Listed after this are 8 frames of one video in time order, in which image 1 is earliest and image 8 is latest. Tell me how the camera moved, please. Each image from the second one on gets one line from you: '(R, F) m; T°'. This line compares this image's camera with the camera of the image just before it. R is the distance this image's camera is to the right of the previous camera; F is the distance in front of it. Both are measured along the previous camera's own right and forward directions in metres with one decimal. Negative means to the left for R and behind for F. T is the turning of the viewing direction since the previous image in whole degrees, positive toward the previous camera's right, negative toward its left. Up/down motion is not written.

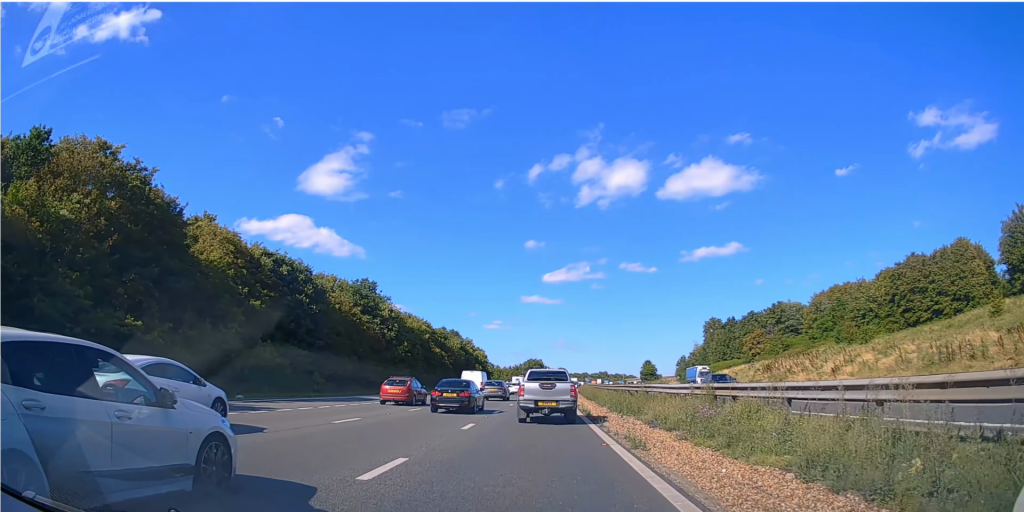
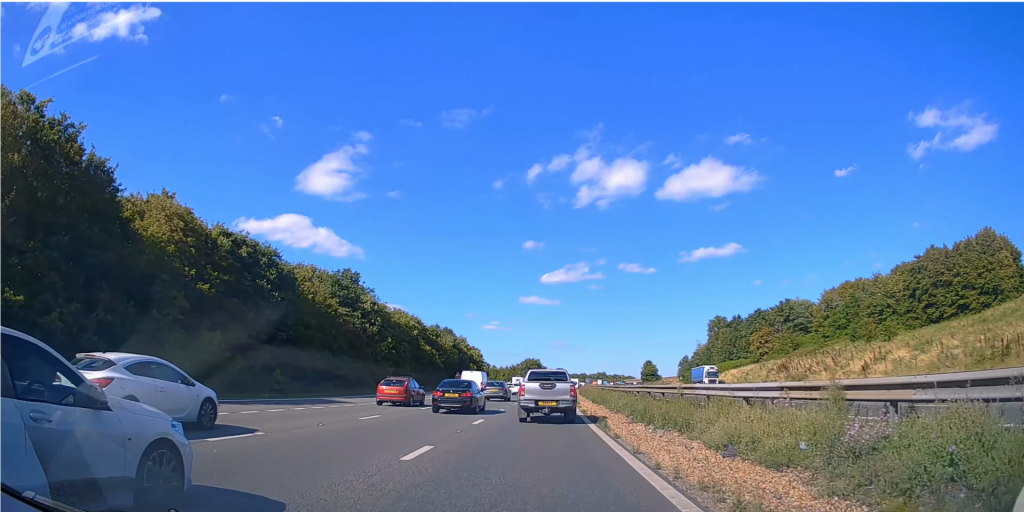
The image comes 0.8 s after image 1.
(0.0, +6.5) m; 0°
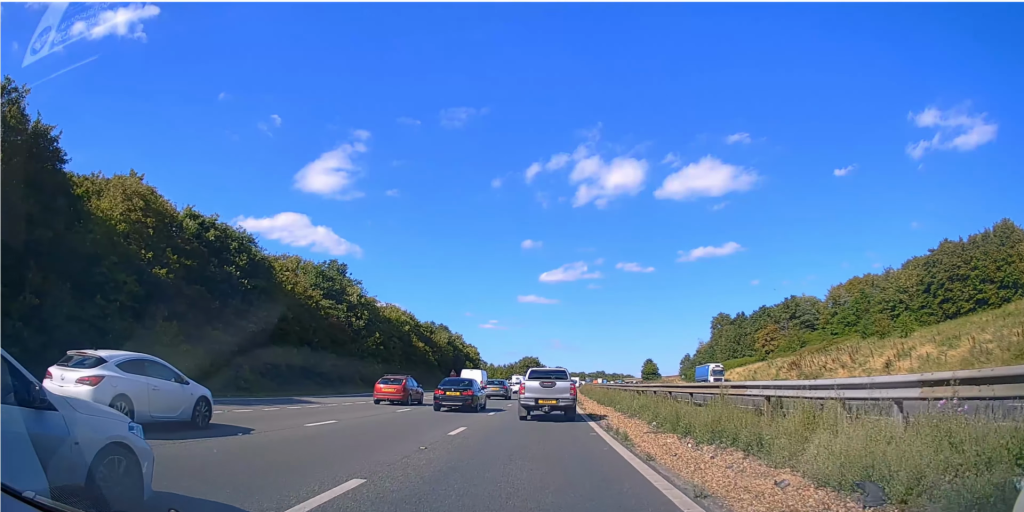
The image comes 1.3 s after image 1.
(0.0, +4.4) m; 0°
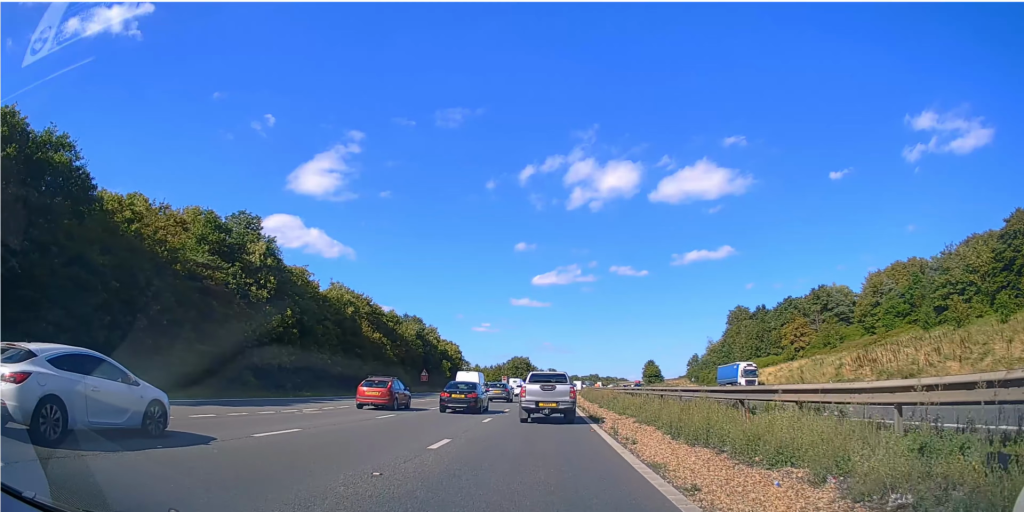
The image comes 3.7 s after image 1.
(+0.2, +19.9) m; +2°
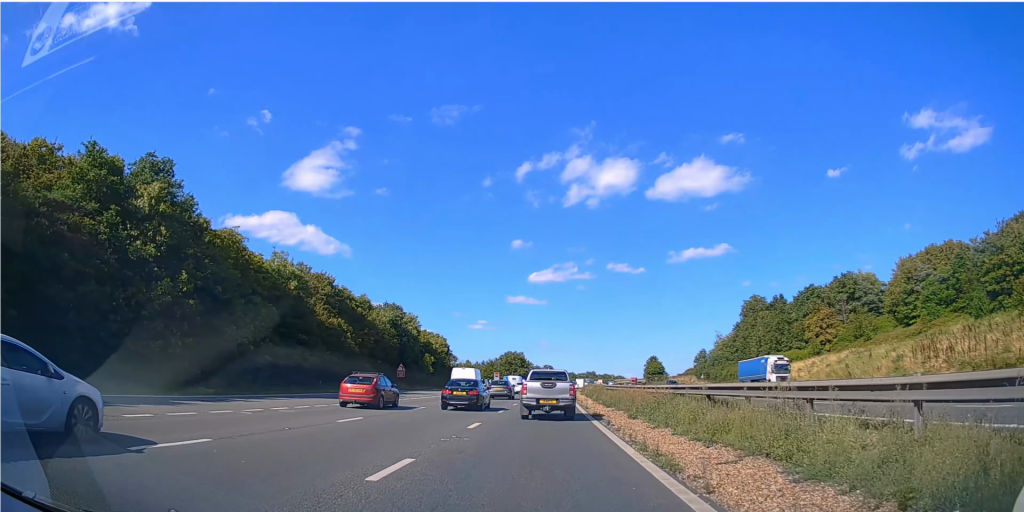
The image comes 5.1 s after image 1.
(+0.1, +11.0) m; +1°
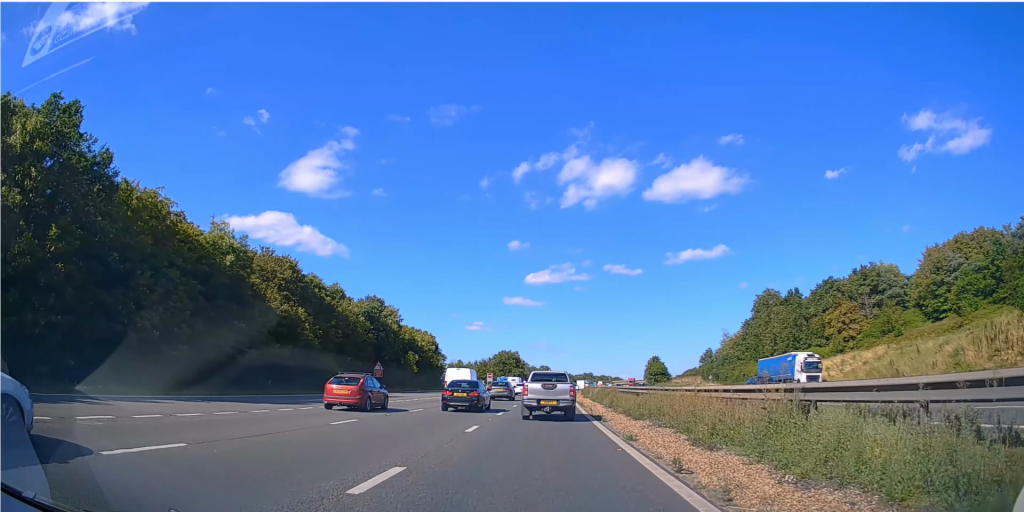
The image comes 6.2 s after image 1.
(0.0, +8.2) m; 0°
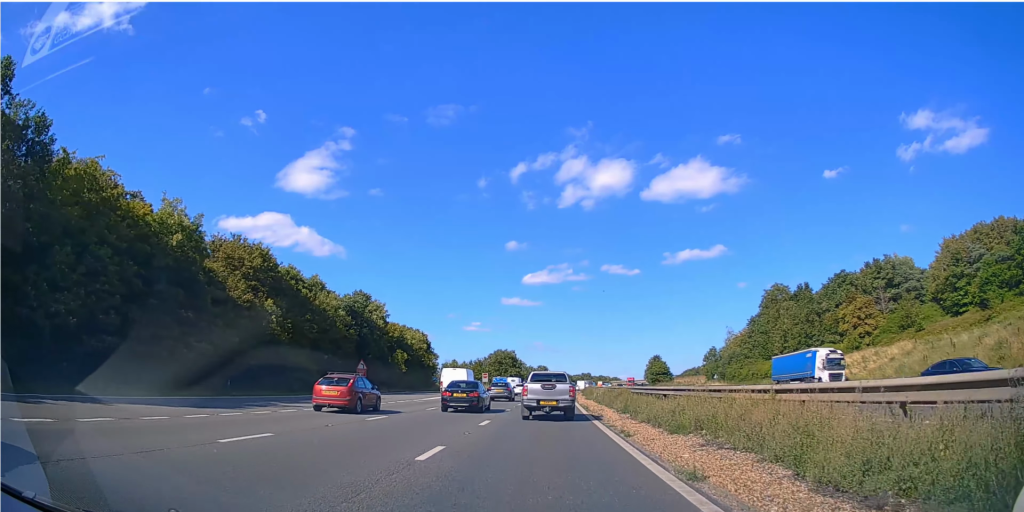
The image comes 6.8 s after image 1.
(0.0, +4.8) m; 0°
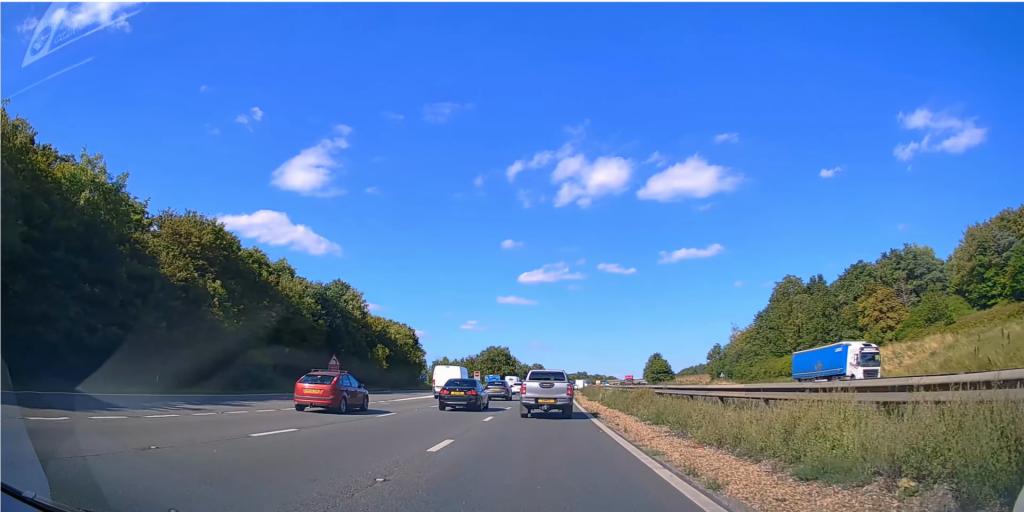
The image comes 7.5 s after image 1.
(0.0, +7.0) m; 0°
